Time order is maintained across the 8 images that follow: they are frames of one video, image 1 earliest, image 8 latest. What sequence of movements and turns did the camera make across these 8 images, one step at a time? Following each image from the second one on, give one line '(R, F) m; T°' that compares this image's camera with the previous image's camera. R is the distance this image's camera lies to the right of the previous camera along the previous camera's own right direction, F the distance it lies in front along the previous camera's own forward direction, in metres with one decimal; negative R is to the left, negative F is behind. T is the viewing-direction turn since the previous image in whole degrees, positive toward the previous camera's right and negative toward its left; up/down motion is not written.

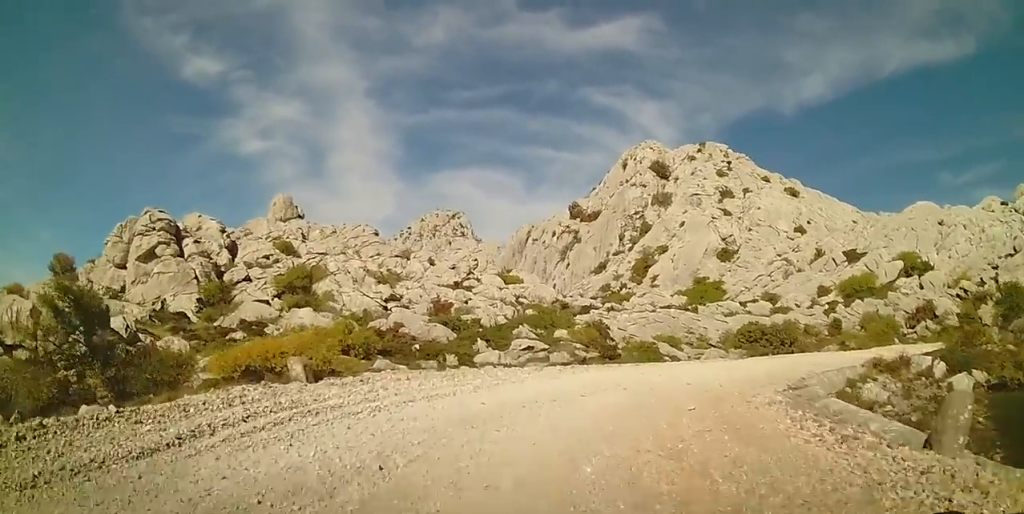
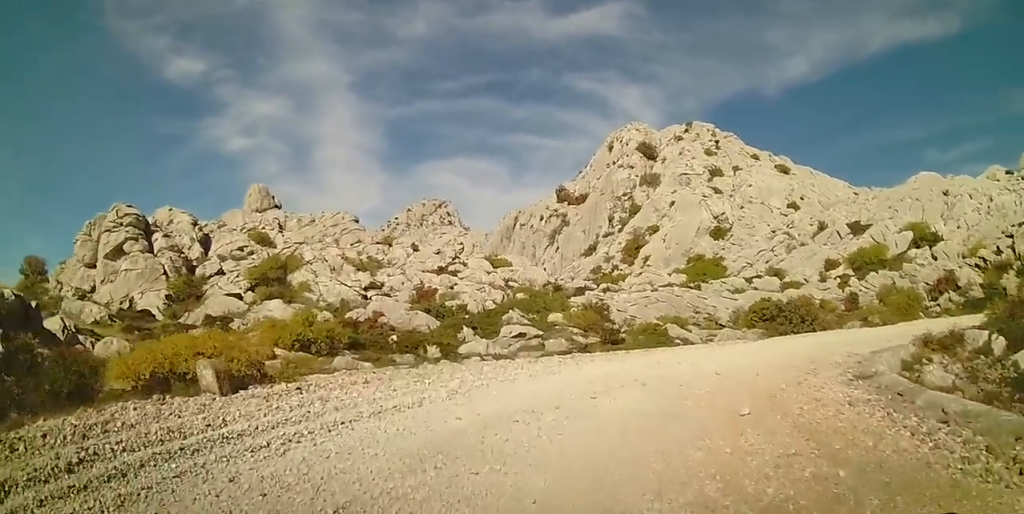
(0.0, +2.5) m; 0°
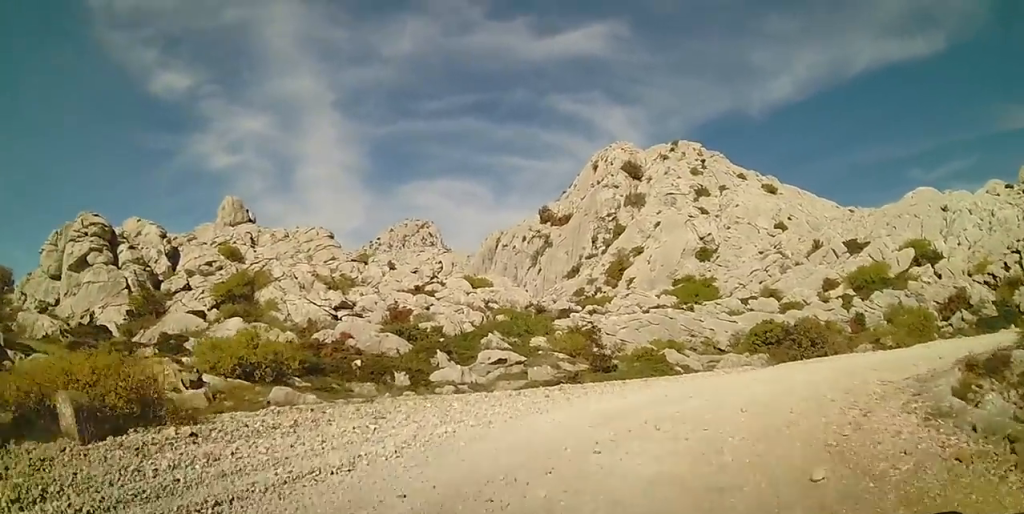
(0.0, +2.2) m; +1°
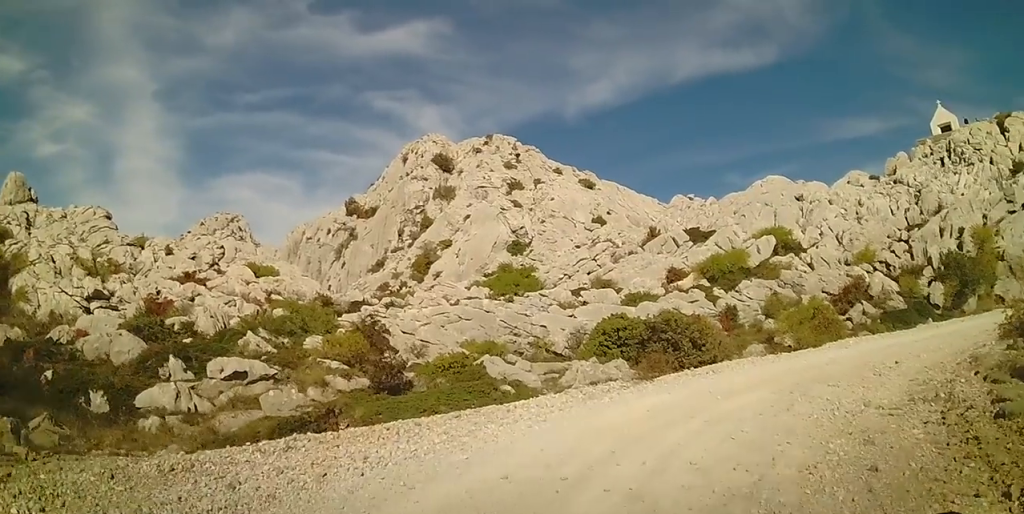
(+1.0, +5.8) m; +25°
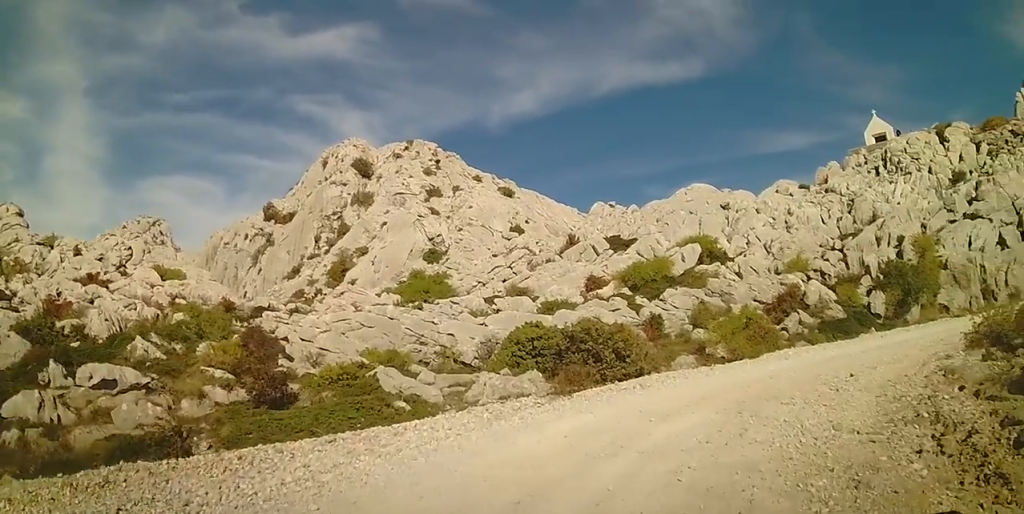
(+0.1, +1.5) m; +8°
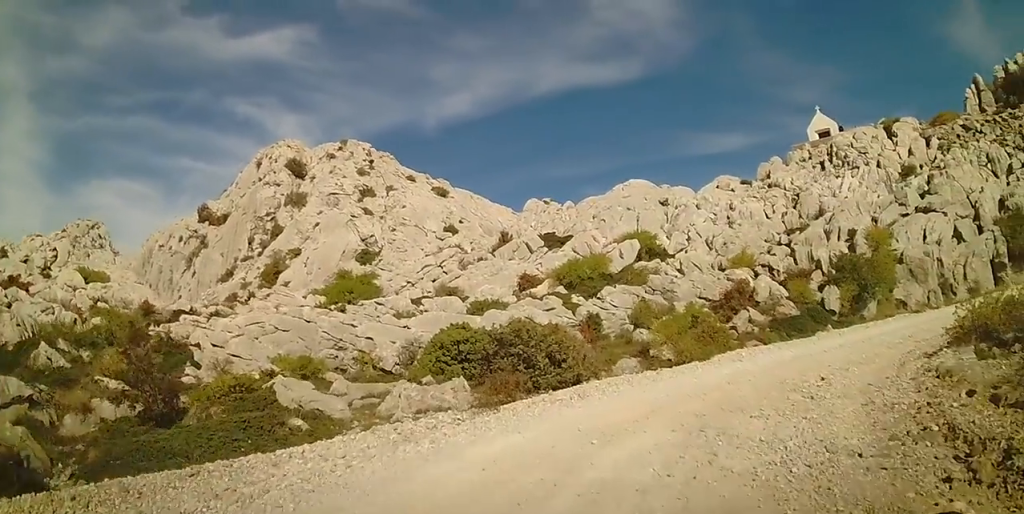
(0.0, +1.2) m; +5°
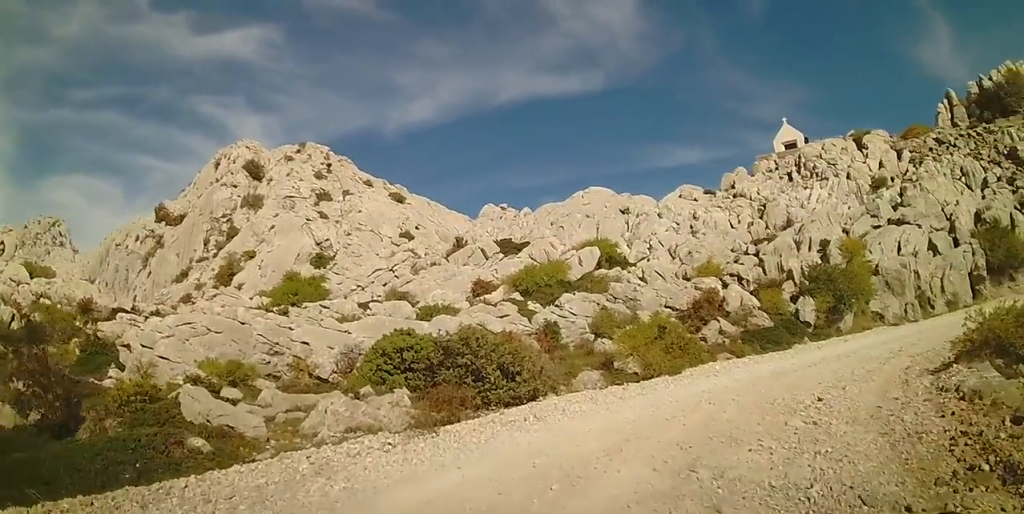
(+0.1, +1.2) m; +5°
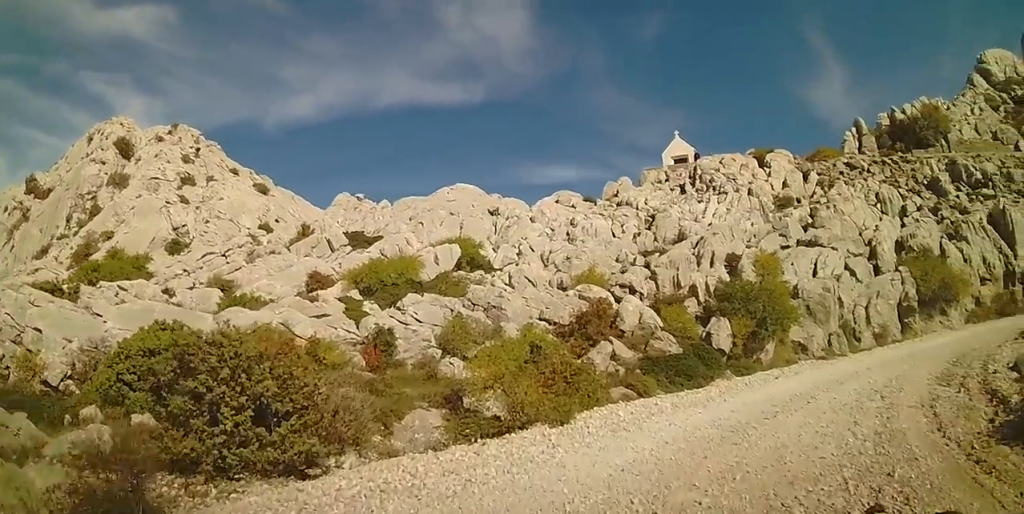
(+0.7, +4.4) m; +16°
